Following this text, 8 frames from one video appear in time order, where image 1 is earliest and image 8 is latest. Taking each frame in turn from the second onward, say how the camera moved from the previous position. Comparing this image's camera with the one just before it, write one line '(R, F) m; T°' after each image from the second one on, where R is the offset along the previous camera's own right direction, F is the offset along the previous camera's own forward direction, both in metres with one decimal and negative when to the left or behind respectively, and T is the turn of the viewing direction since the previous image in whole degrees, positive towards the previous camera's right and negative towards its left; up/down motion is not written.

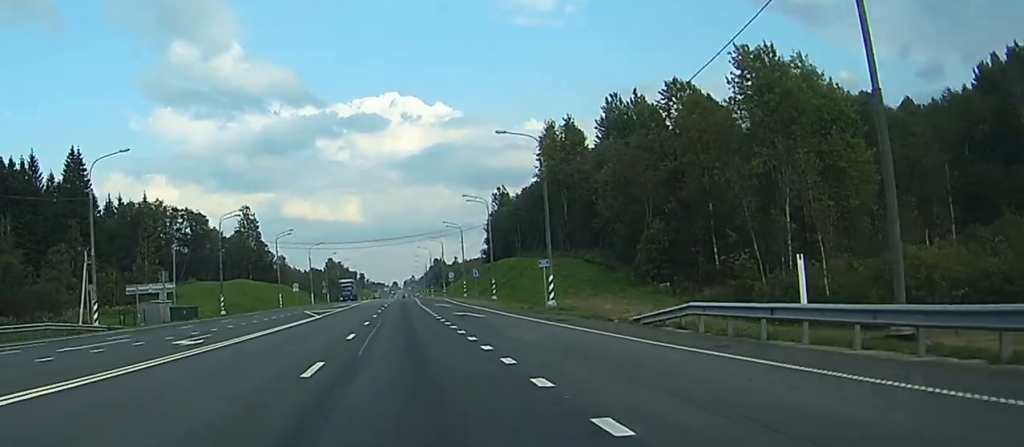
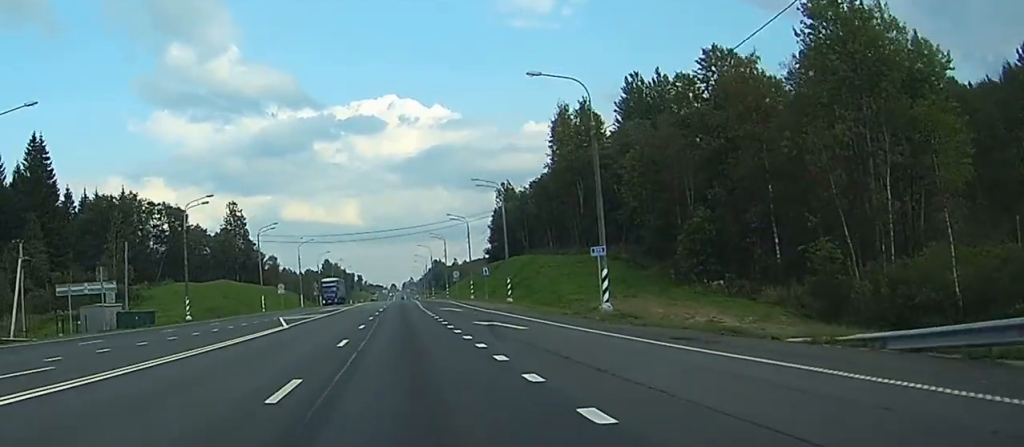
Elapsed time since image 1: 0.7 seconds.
(0.0, +15.4) m; 0°
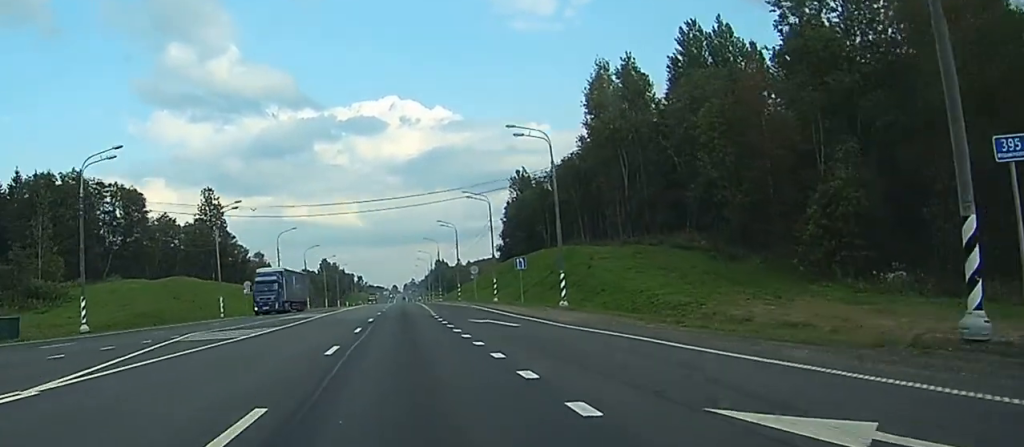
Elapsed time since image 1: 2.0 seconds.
(0.0, +27.6) m; 0°
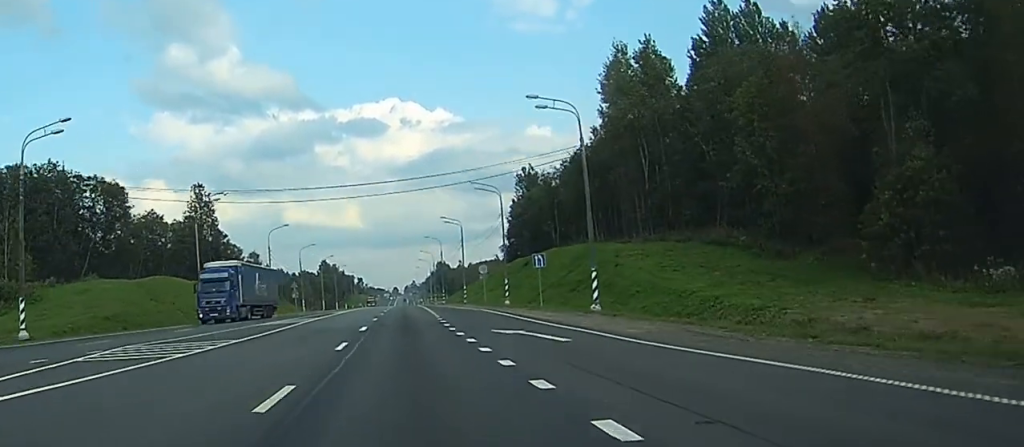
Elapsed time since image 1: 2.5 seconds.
(0.0, +9.3) m; 0°
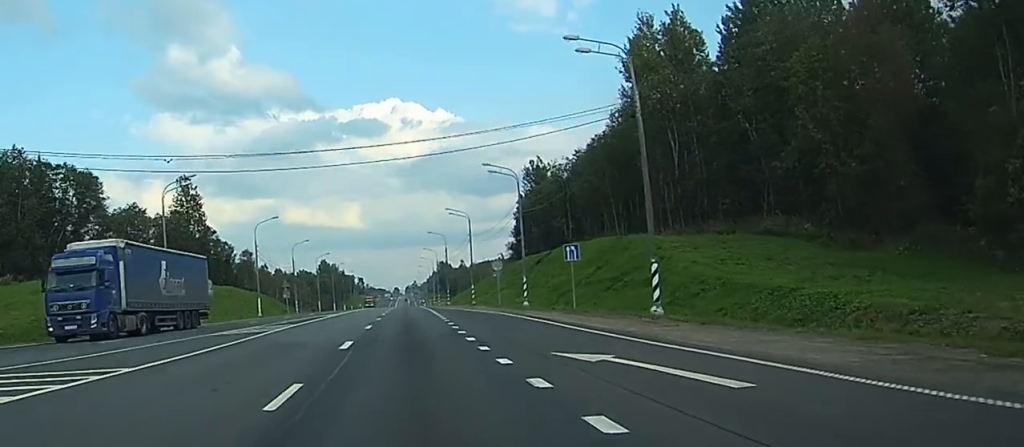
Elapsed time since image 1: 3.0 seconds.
(0.0, +11.4) m; 0°
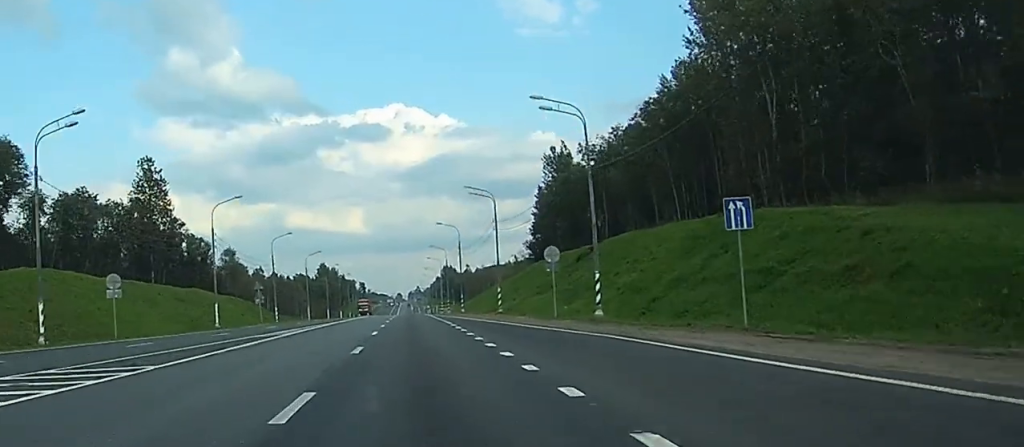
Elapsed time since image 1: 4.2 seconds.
(-0.1, +24.9) m; 0°
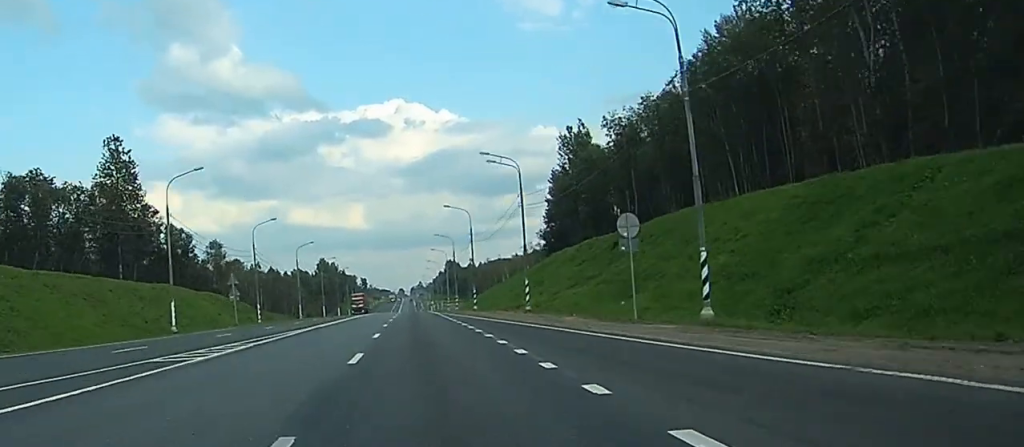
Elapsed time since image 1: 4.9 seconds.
(0.0, +15.5) m; 0°
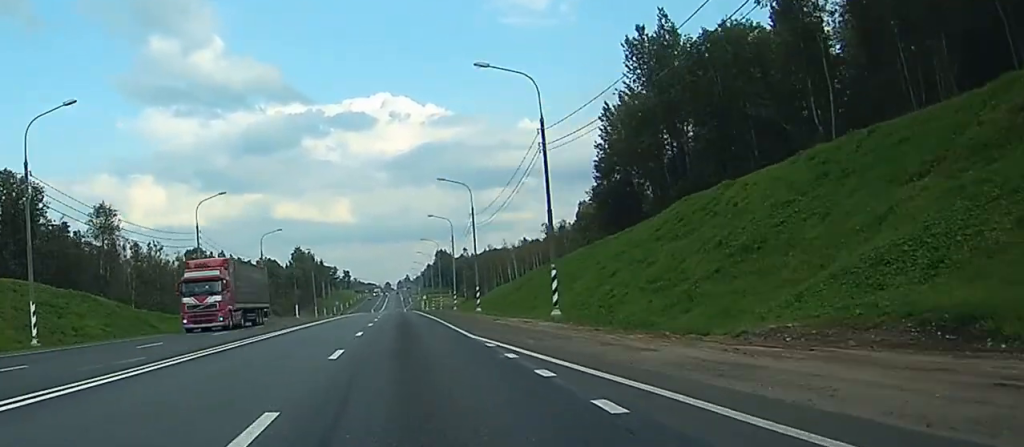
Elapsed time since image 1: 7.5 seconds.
(+3.6, +53.8) m; +2°
